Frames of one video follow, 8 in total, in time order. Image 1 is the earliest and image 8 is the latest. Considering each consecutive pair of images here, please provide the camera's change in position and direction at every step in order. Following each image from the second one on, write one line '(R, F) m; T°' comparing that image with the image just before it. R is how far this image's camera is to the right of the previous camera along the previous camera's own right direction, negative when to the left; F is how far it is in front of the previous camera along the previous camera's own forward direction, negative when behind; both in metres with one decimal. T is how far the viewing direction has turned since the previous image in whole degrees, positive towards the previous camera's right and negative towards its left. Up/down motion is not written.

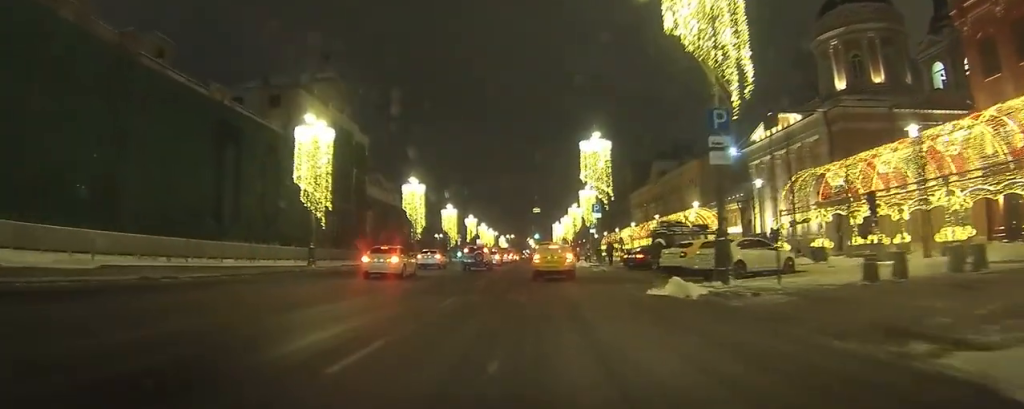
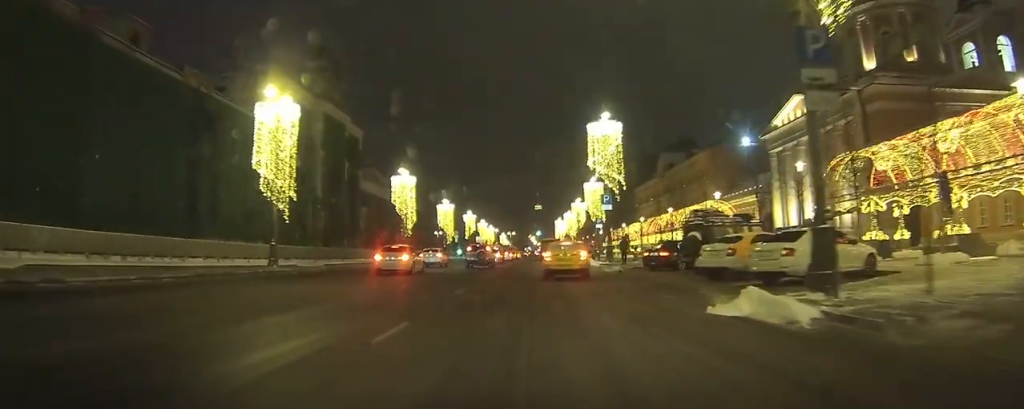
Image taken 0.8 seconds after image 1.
(0.0, +5.9) m; +1°
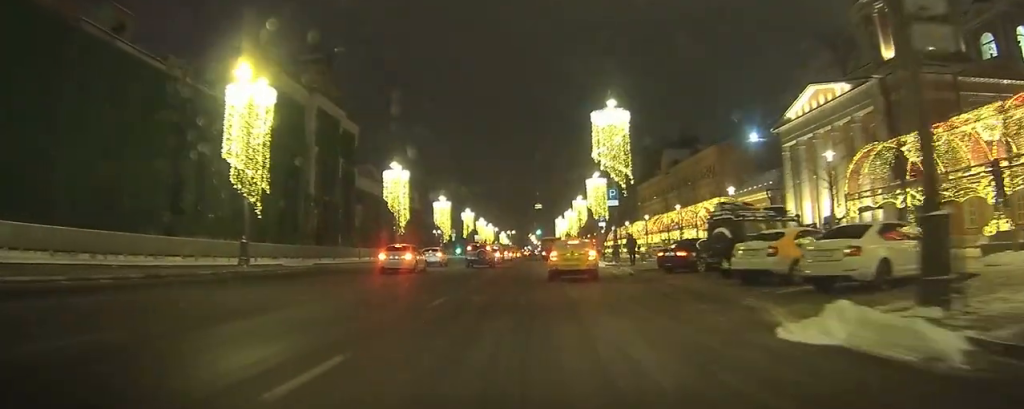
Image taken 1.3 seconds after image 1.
(0.0, +3.3) m; +1°
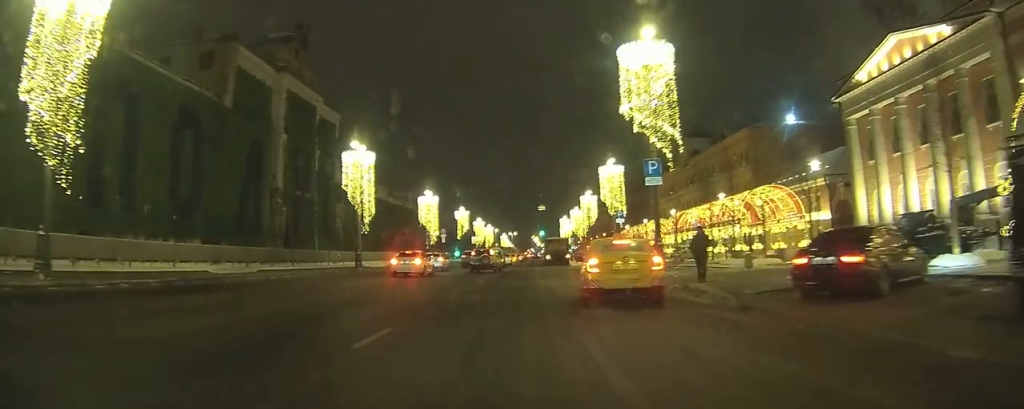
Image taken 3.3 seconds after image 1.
(-0.2, +13.1) m; -4°
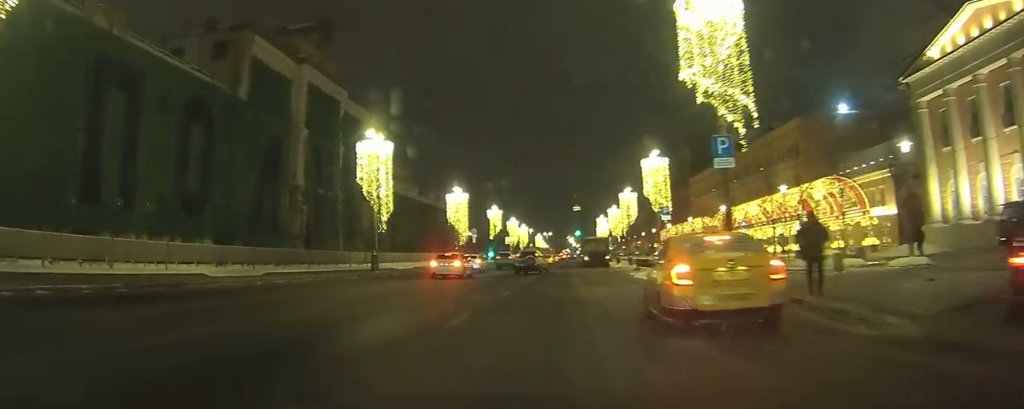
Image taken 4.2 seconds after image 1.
(-0.2, +5.3) m; -2°
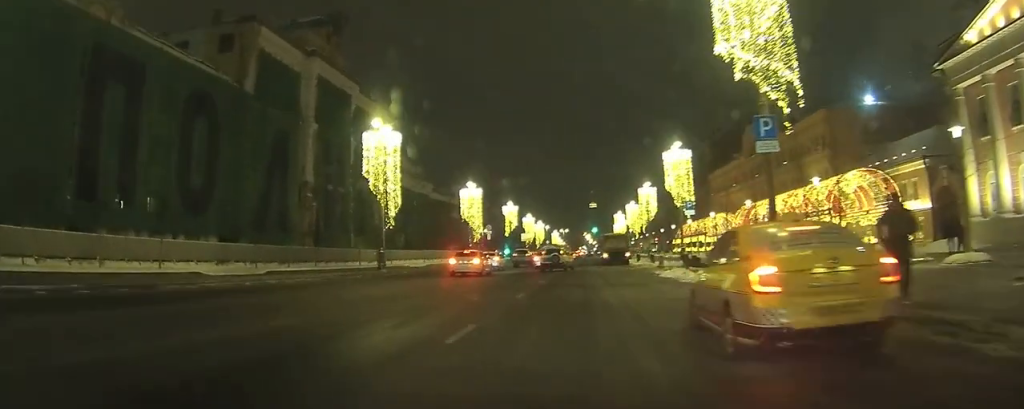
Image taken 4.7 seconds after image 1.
(0.0, +2.6) m; 0°
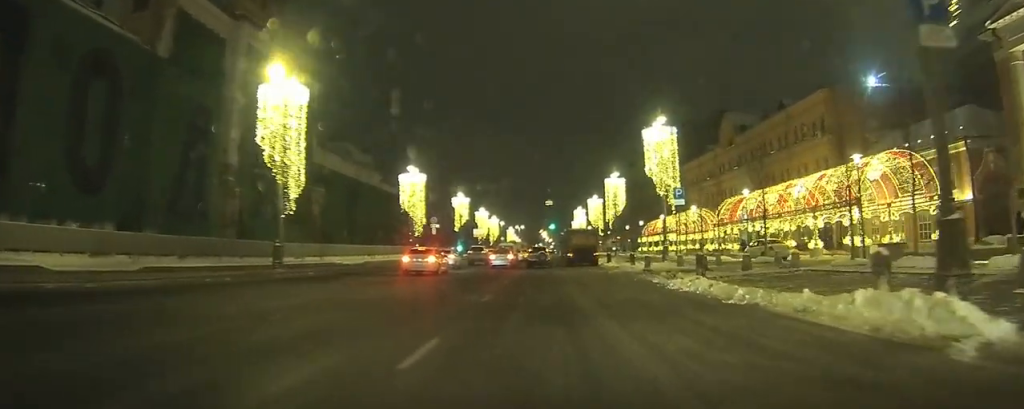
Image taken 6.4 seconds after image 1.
(+0.1, +10.6) m; +2°
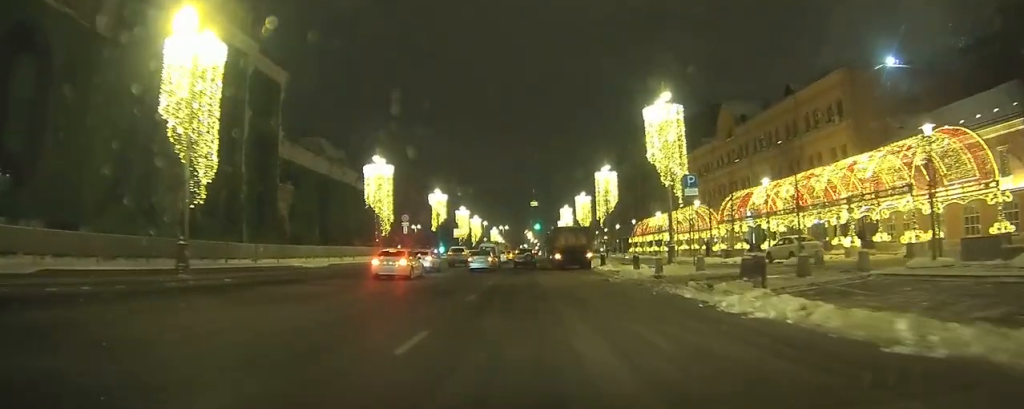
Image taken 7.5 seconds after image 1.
(0.0, +7.2) m; +1°
